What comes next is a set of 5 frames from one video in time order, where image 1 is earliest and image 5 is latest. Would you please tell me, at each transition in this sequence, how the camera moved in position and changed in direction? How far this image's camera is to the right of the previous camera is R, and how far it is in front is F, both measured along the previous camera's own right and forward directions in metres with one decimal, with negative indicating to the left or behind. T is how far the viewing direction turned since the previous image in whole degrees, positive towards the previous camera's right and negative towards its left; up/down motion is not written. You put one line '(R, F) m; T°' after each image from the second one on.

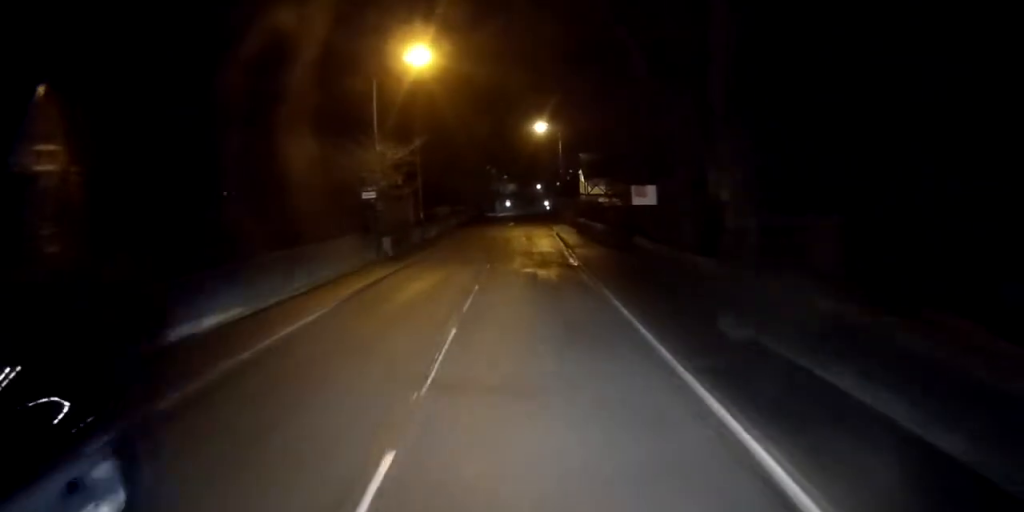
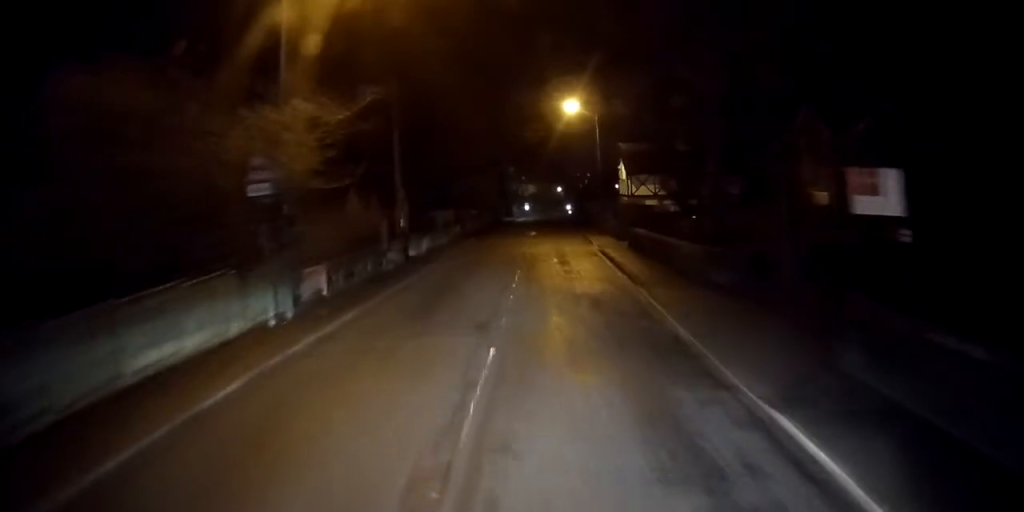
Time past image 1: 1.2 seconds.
(-0.1, +14.0) m; 0°
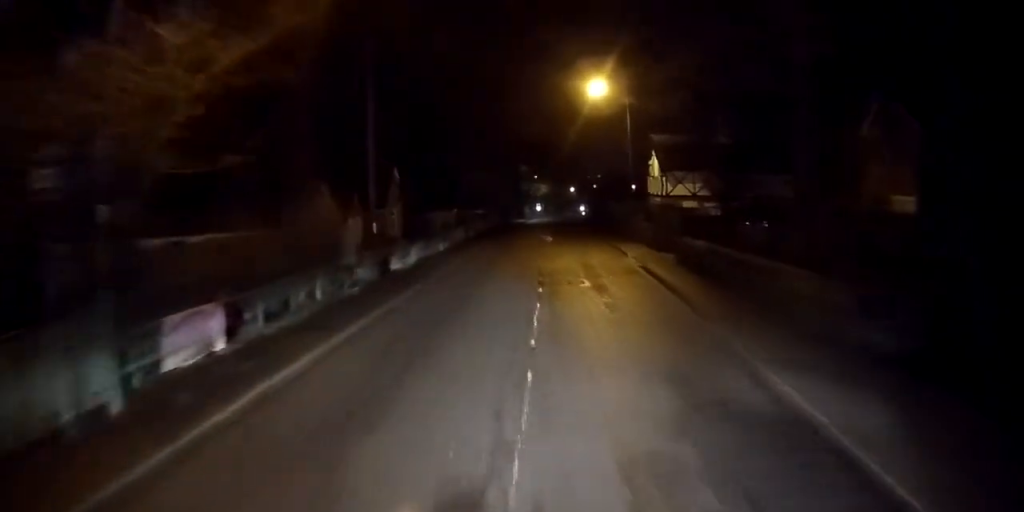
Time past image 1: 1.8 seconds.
(0.0, +7.6) m; 0°
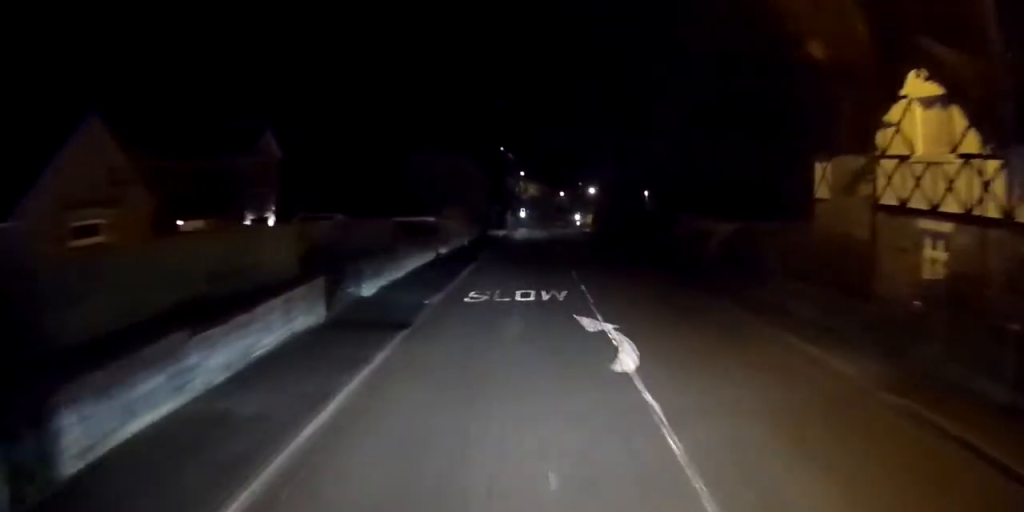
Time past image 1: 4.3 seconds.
(+0.7, +30.4) m; +3°
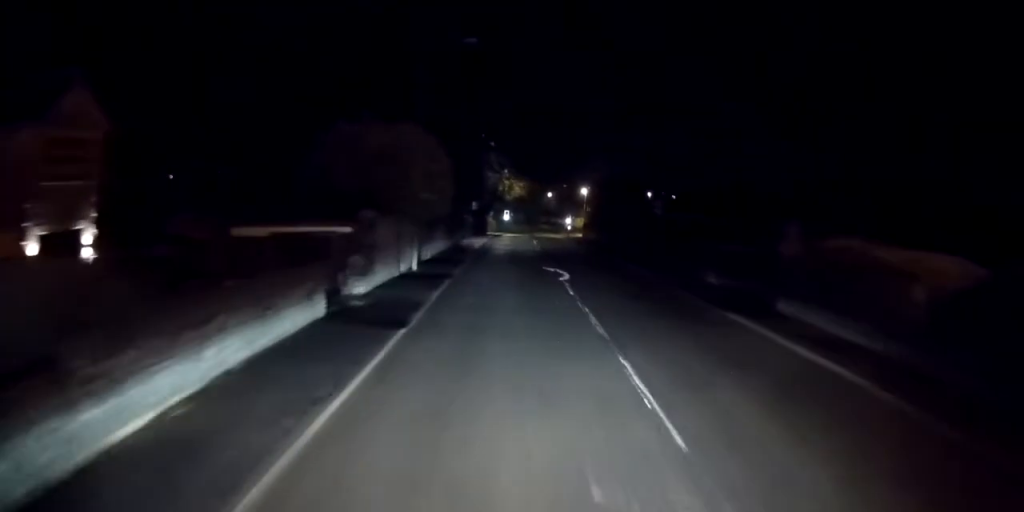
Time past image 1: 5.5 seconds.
(+0.1, +15.0) m; 0°
